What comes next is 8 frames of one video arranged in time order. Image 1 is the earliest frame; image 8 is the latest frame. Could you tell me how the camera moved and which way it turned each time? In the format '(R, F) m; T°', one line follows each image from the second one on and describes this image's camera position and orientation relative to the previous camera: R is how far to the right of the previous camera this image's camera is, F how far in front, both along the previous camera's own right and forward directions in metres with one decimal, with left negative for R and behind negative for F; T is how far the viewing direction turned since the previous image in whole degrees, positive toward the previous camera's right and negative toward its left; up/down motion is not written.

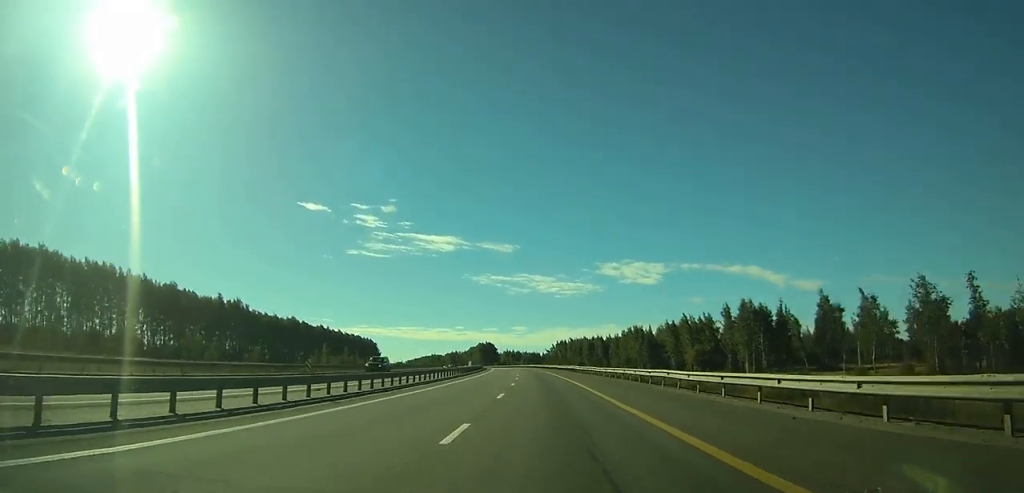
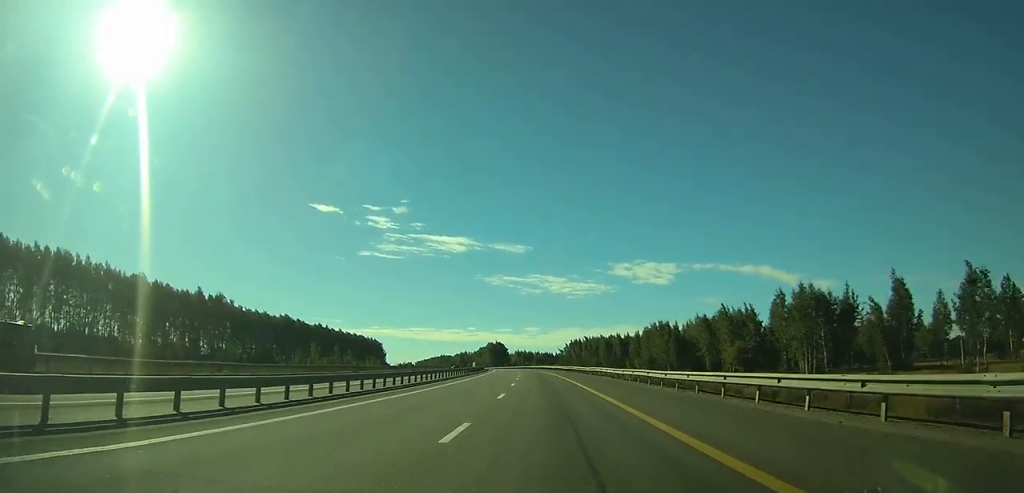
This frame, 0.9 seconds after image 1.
(-0.4, +23.9) m; -1°
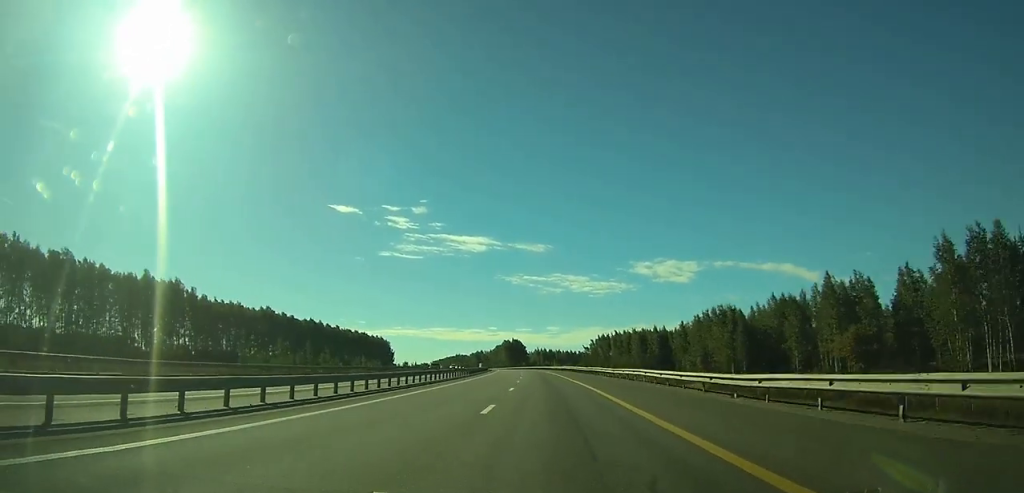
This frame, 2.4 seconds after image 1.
(-0.5, +42.4) m; -2°
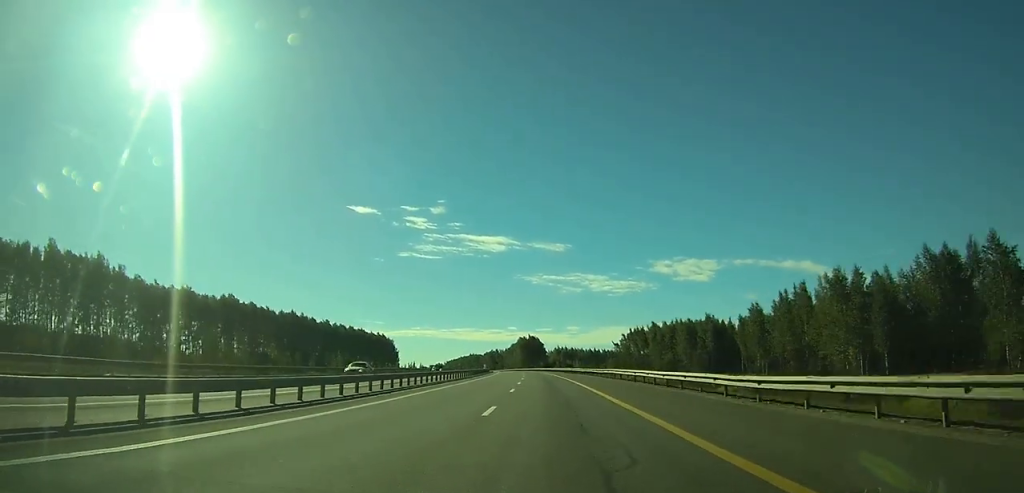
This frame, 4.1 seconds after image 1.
(-0.8, +48.0) m; -2°
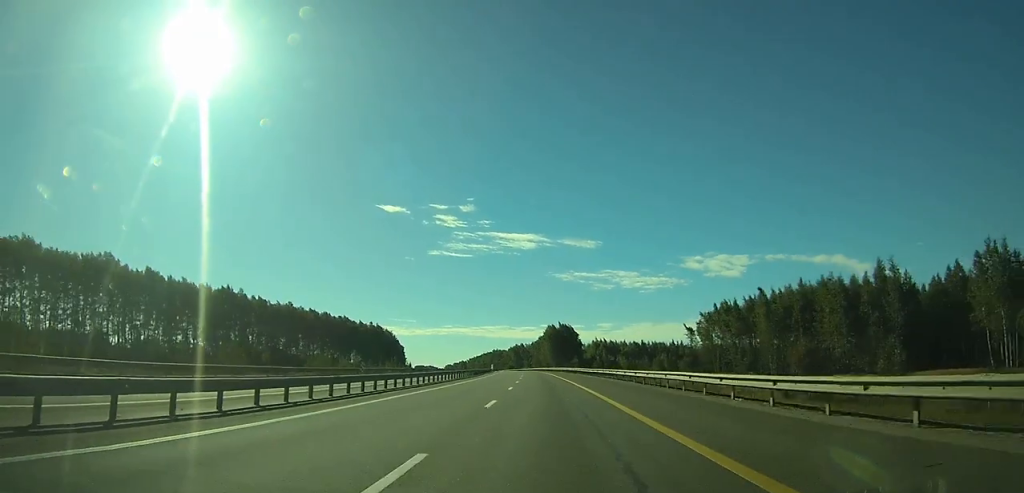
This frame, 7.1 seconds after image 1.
(-2.4, +81.3) m; -3°
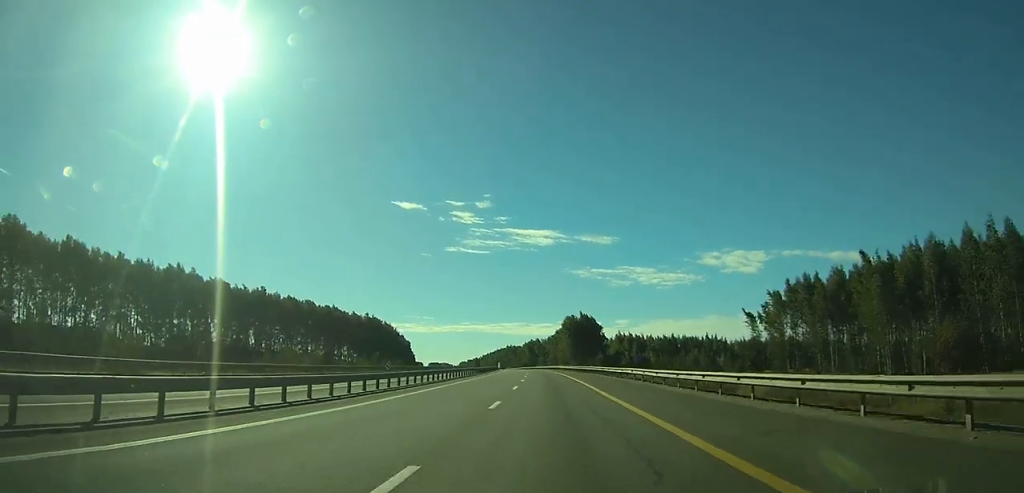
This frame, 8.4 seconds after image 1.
(-0.4, +37.0) m; -1°
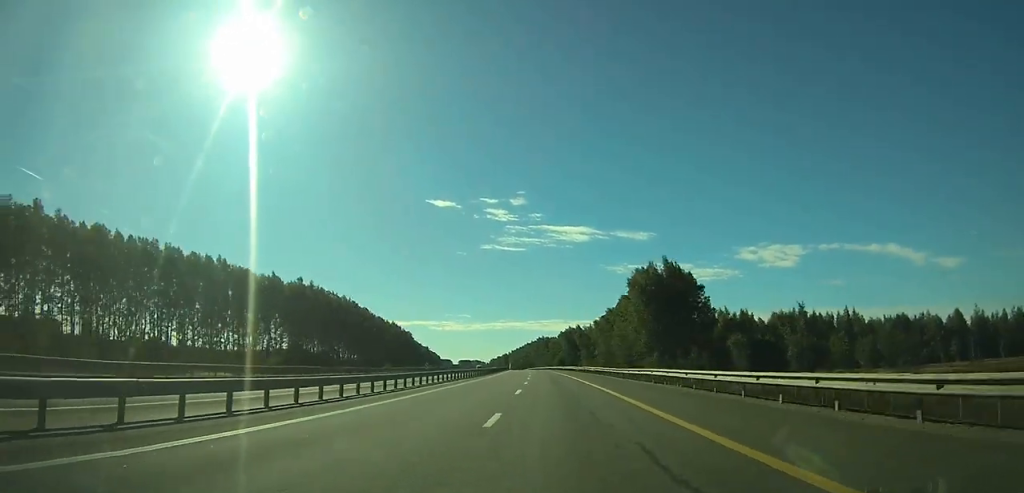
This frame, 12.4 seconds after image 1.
(-3.6, +111.7) m; -4°
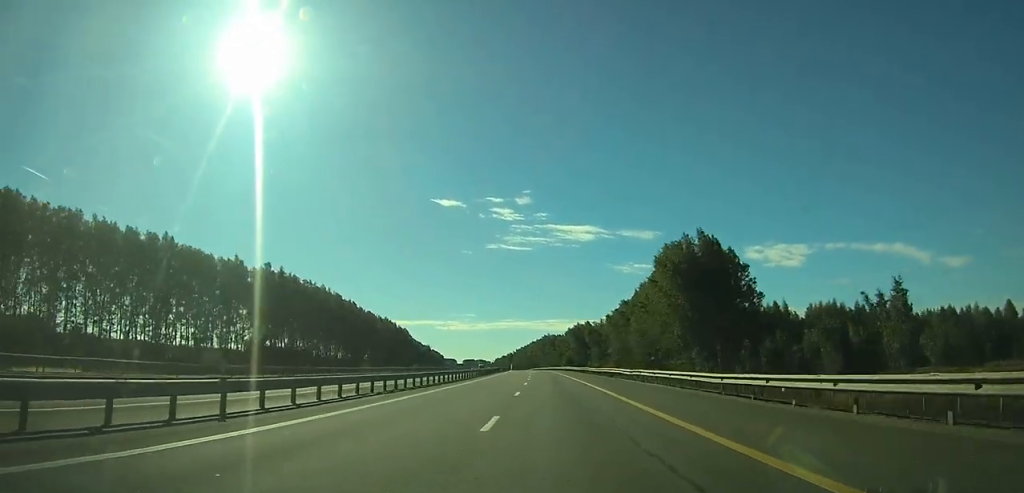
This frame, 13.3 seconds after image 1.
(-0.3, +24.4) m; -1°
